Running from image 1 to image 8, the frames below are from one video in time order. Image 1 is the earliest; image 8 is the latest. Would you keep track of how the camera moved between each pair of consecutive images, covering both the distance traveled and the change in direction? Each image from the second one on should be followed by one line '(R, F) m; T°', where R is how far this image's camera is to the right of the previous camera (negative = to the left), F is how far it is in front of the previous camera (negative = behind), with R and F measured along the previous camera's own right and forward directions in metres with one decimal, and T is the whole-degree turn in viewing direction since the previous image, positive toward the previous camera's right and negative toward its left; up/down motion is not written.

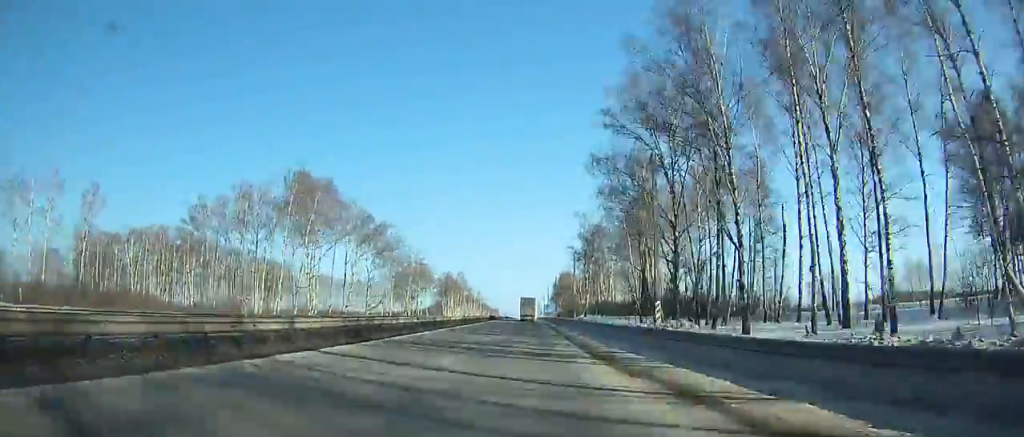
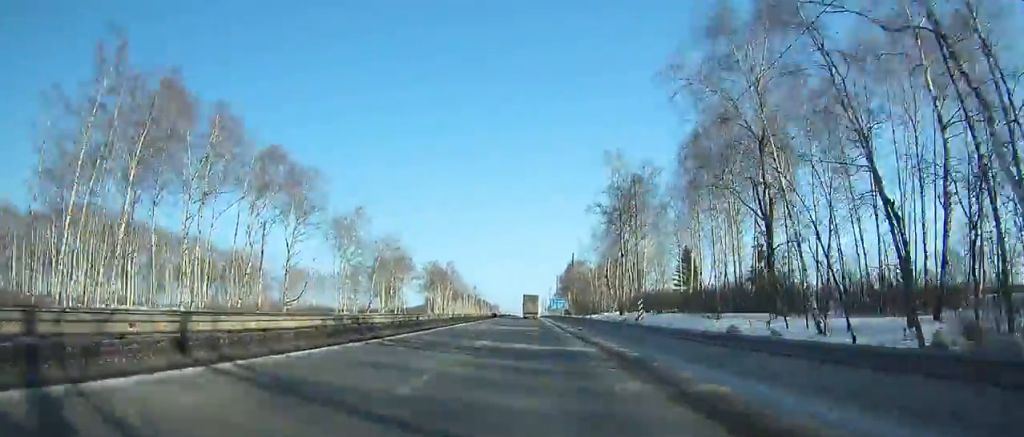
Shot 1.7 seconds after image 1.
(+0.1, +40.7) m; 0°
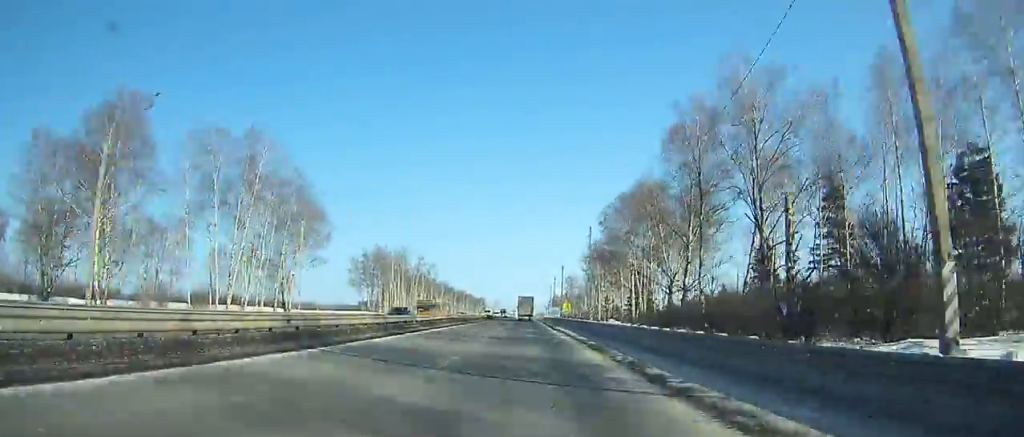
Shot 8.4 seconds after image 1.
(-0.1, +162.9) m; 0°
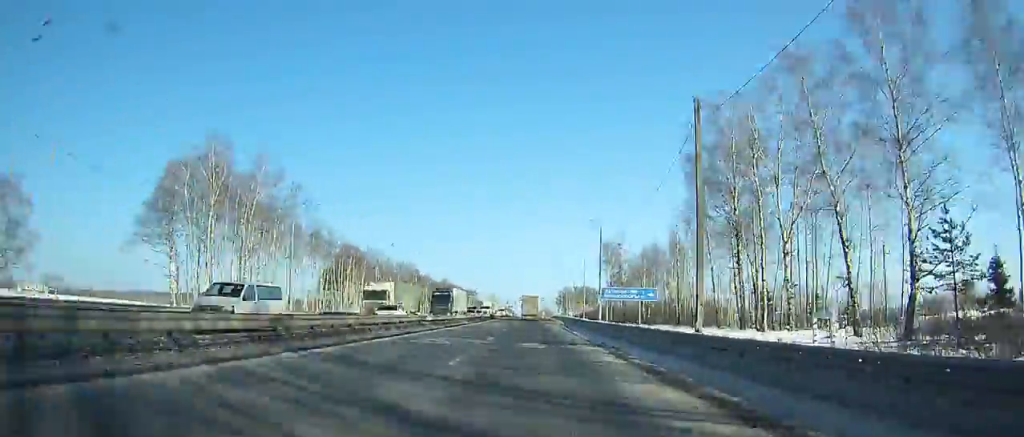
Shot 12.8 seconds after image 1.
(-0.2, +107.5) m; 0°
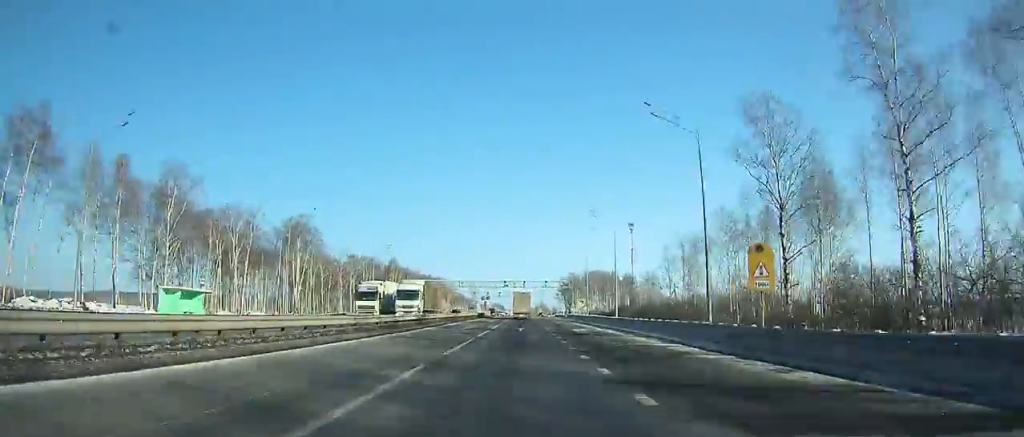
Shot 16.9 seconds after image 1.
(+0.2, +99.1) m; 0°
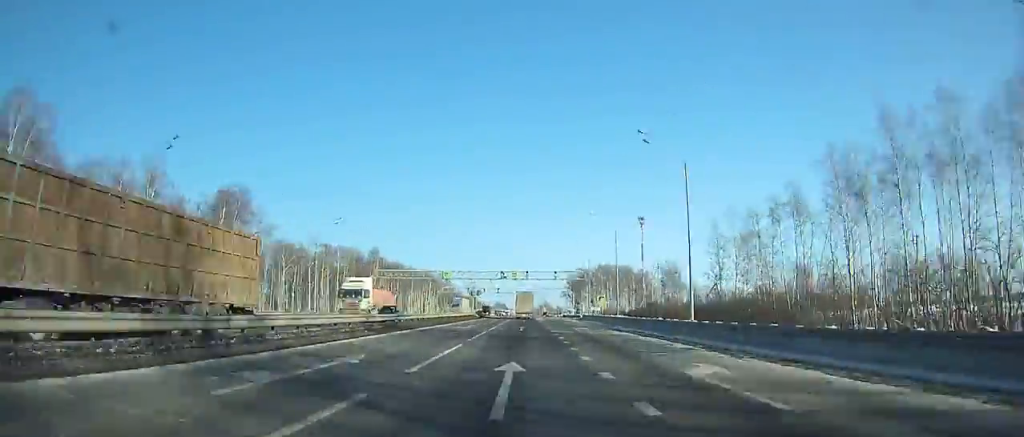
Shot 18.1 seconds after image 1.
(0.0, +28.4) m; 0°
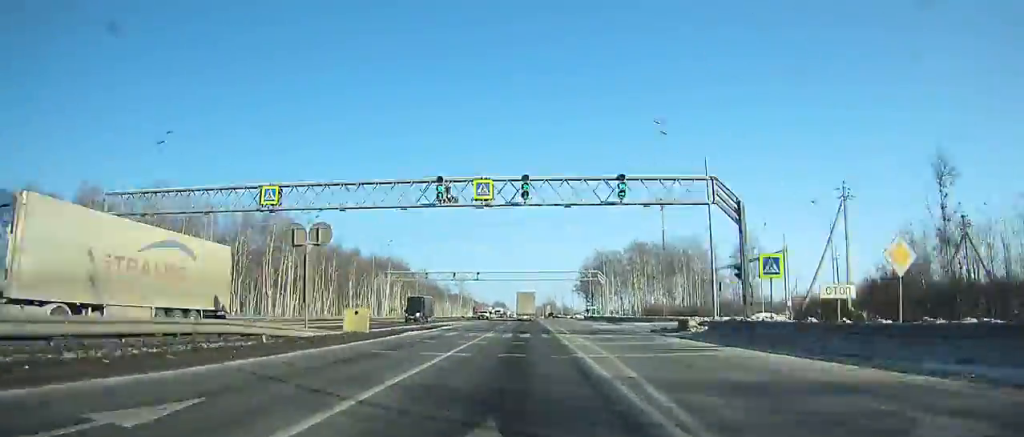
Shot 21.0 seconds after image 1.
(-0.1, +68.4) m; 0°
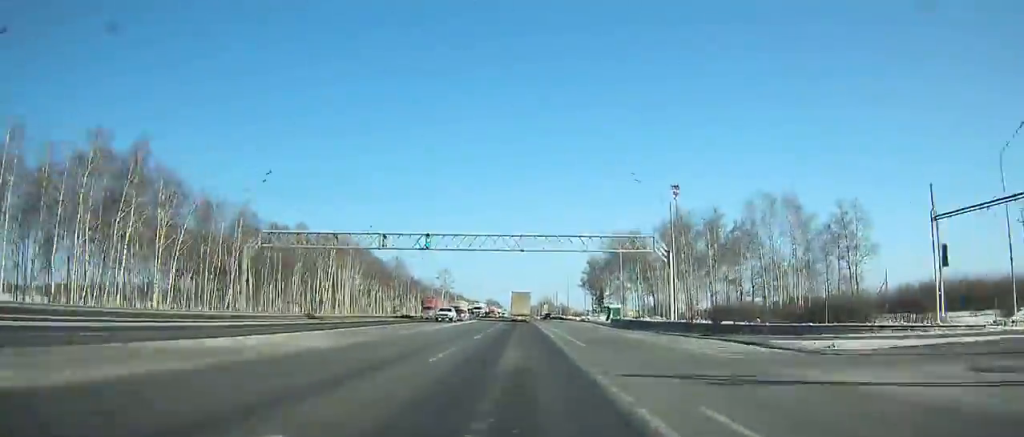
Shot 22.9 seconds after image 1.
(0.0, +44.4) m; 0°
